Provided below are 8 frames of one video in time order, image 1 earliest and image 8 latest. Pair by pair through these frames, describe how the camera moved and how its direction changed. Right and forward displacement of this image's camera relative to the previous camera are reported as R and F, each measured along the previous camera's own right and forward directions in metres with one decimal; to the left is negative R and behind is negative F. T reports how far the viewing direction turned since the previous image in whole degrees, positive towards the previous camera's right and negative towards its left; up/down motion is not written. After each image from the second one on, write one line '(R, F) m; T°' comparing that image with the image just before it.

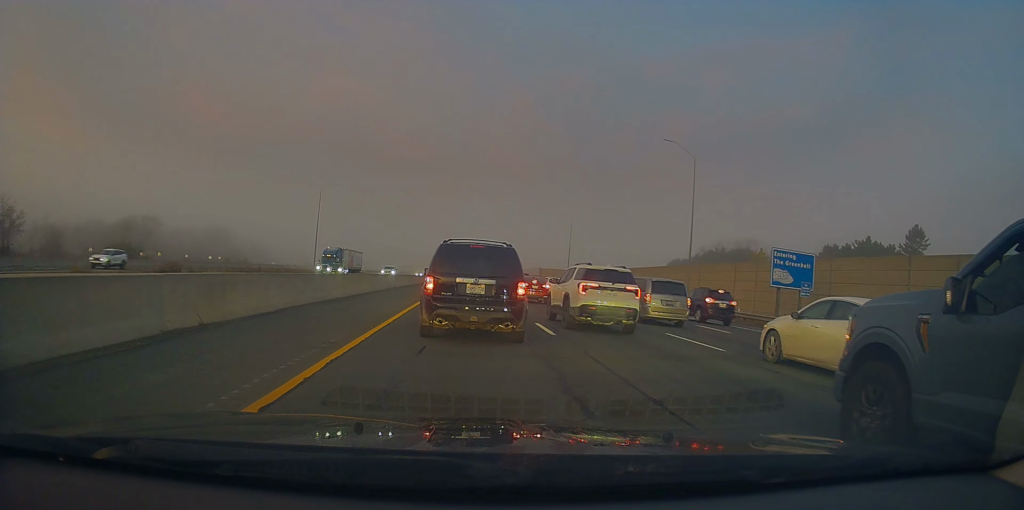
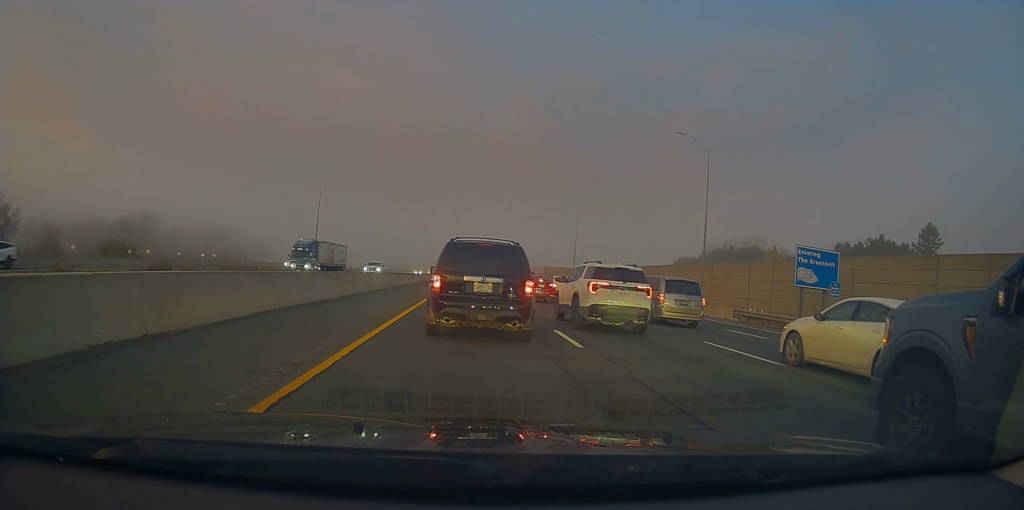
(+0.1, +2.2) m; 0°
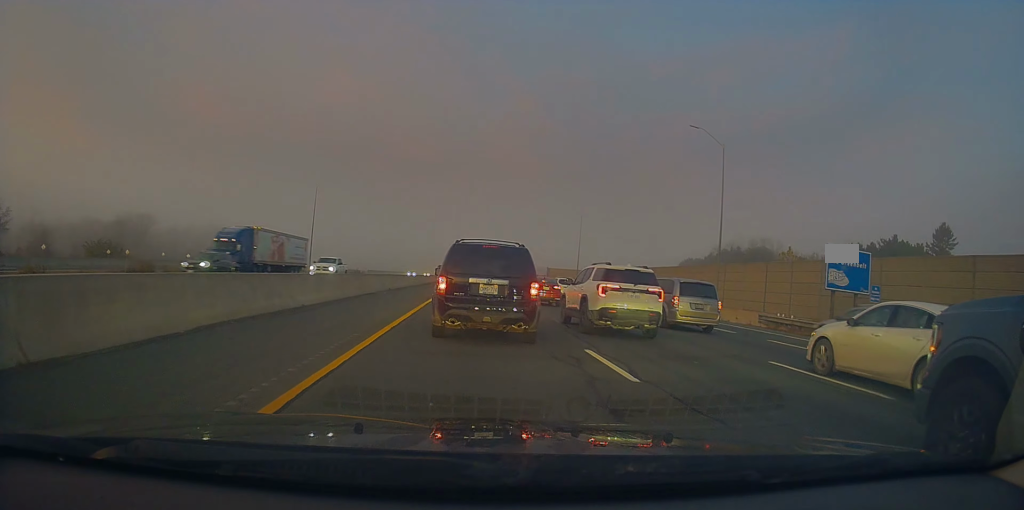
(+0.2, +3.3) m; -1°
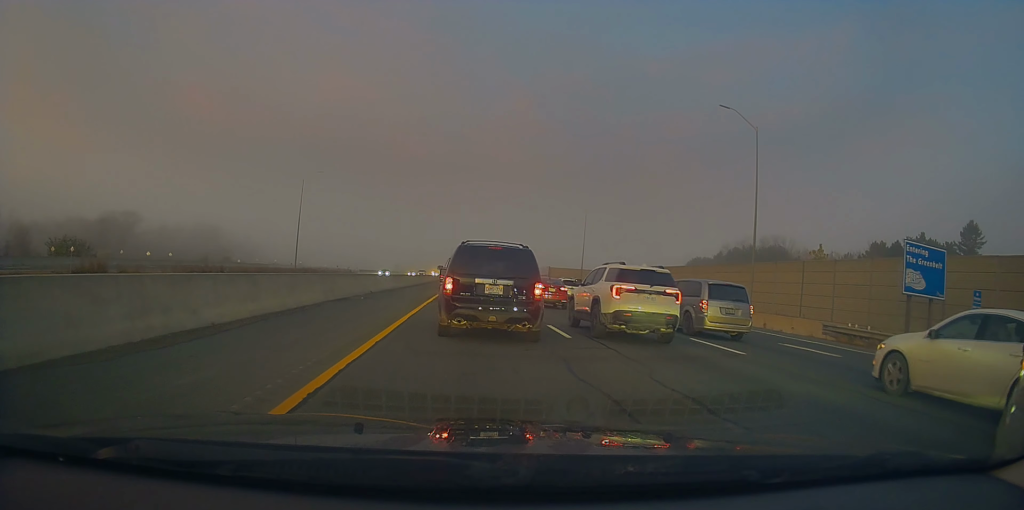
(-0.7, +6.9) m; -6°
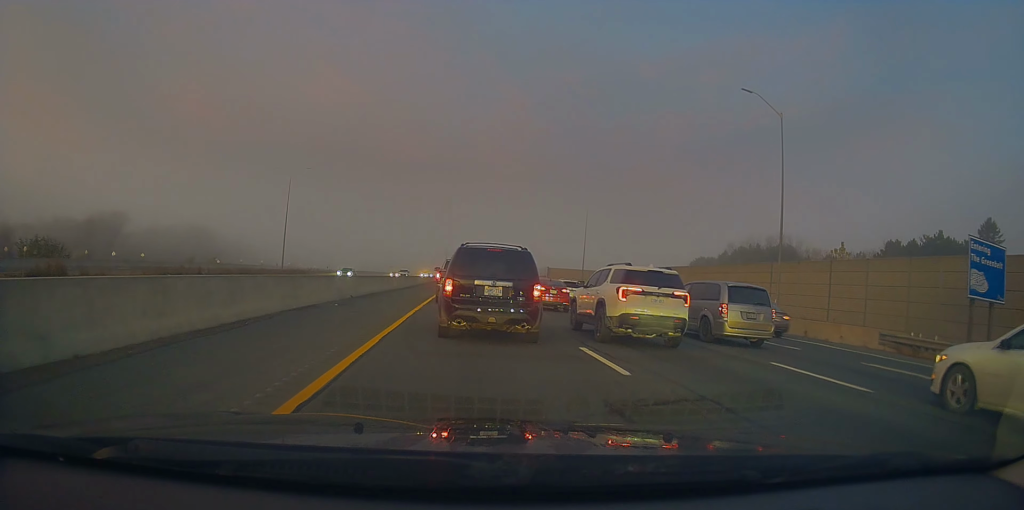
(0.0, +4.9) m; 0°
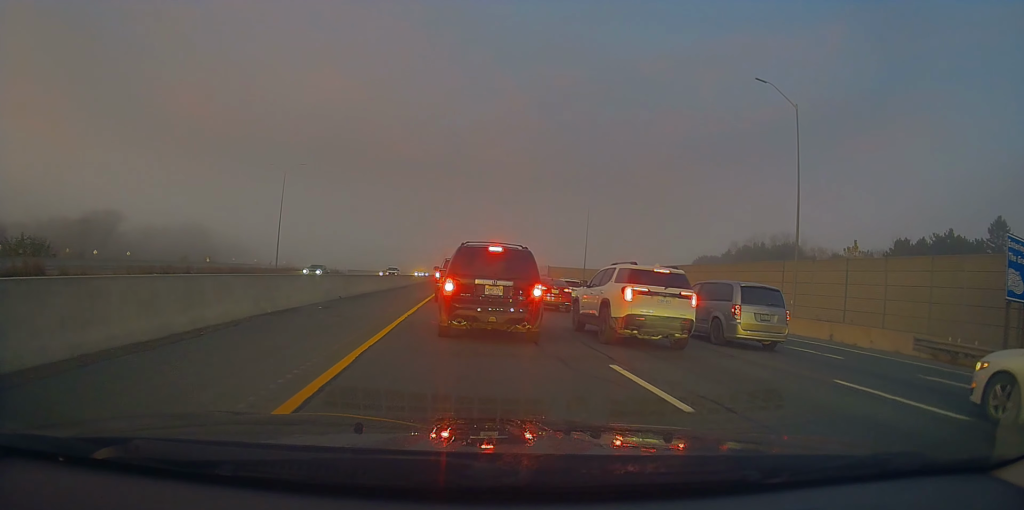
(0.0, +2.6) m; 0°
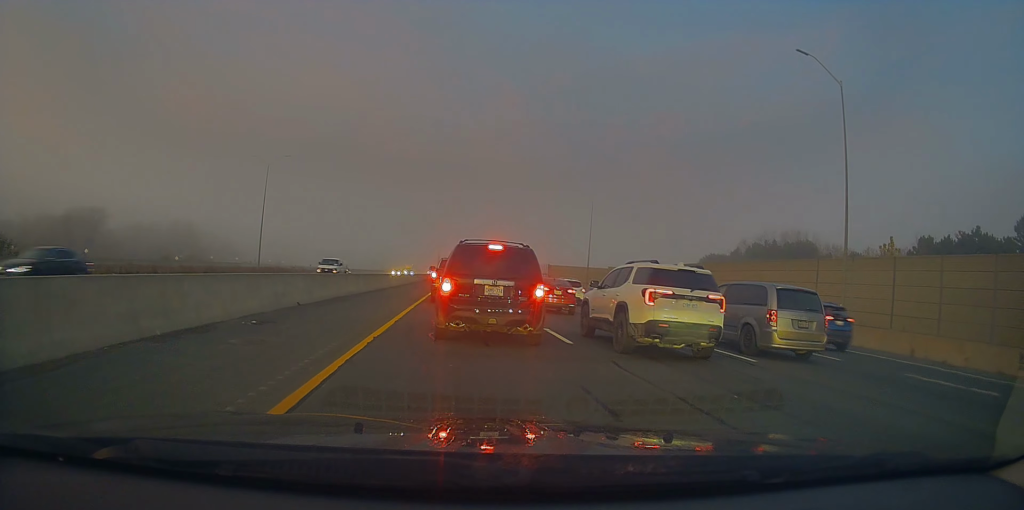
(0.0, +5.8) m; +2°
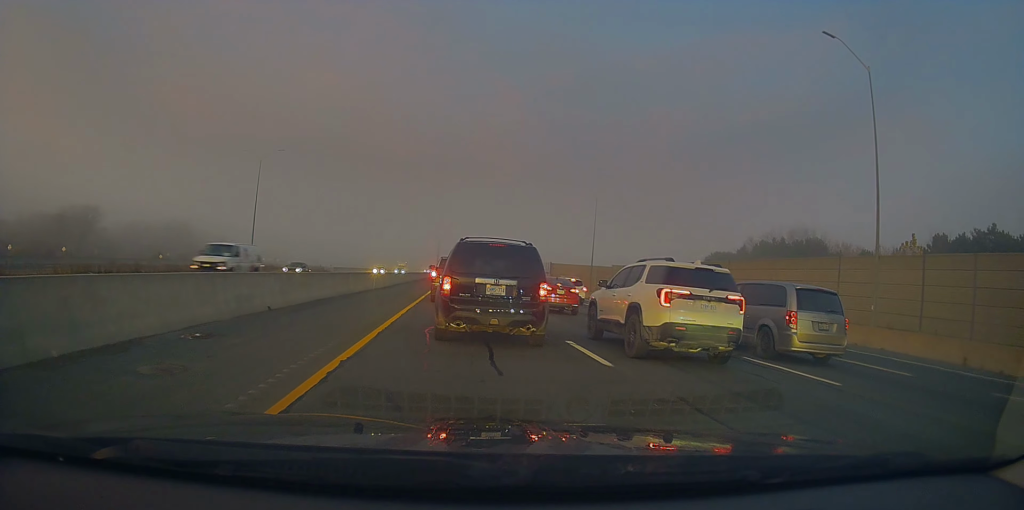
(+0.1, +2.6) m; +3°
